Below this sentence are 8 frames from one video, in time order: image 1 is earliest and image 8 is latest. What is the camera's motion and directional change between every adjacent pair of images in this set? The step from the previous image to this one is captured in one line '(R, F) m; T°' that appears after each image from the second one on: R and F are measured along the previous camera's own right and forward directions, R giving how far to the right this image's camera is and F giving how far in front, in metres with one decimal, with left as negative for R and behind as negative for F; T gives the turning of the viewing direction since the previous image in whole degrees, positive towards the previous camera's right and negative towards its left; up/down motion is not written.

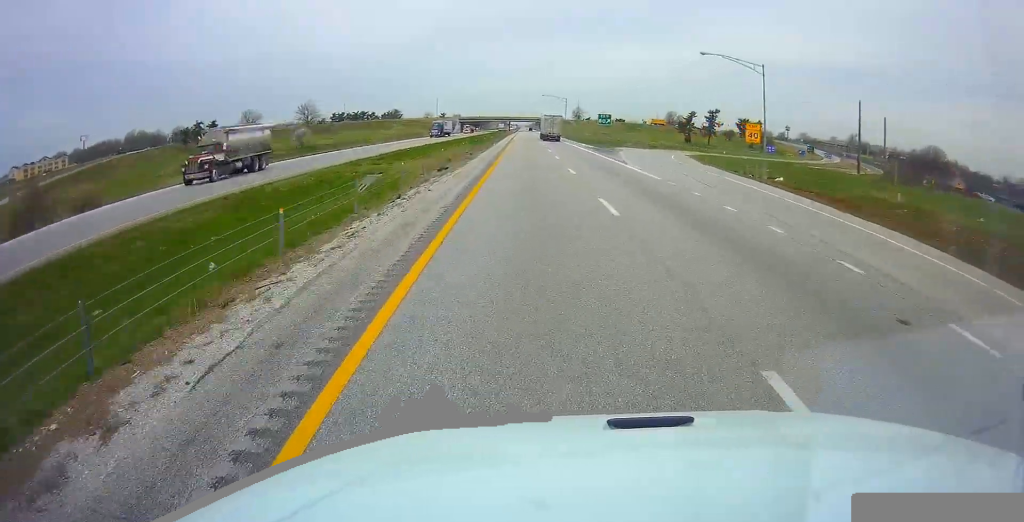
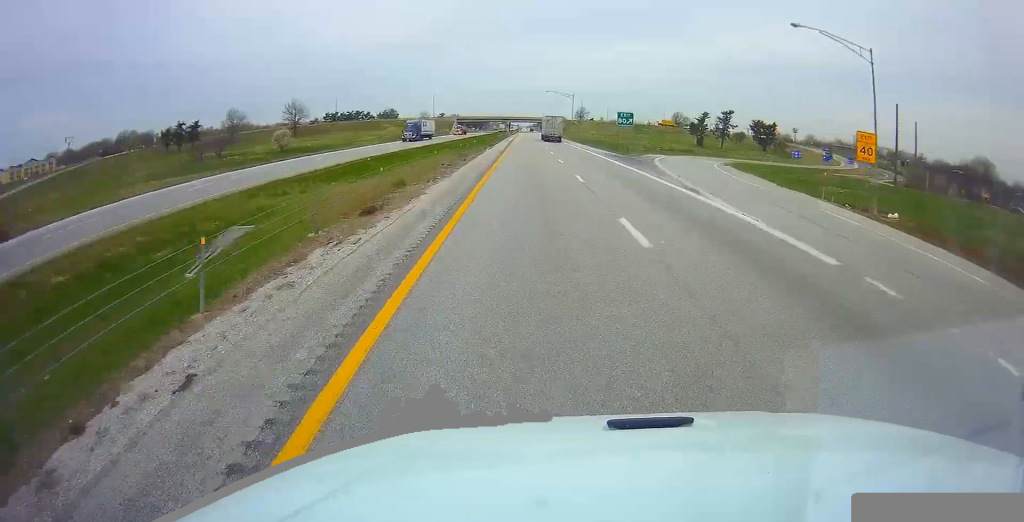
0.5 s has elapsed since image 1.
(-0.2, +15.6) m; 0°
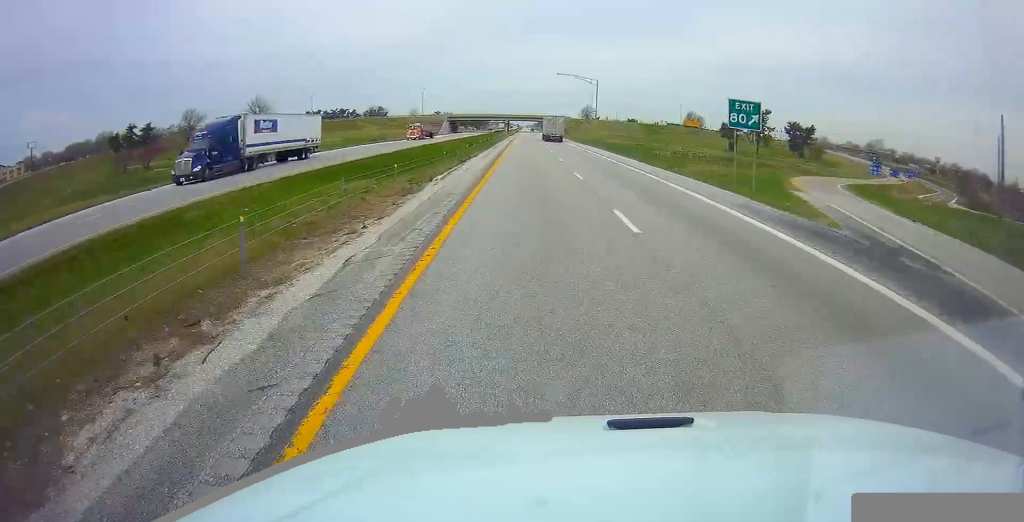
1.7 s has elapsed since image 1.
(+0.1, +35.0) m; 0°
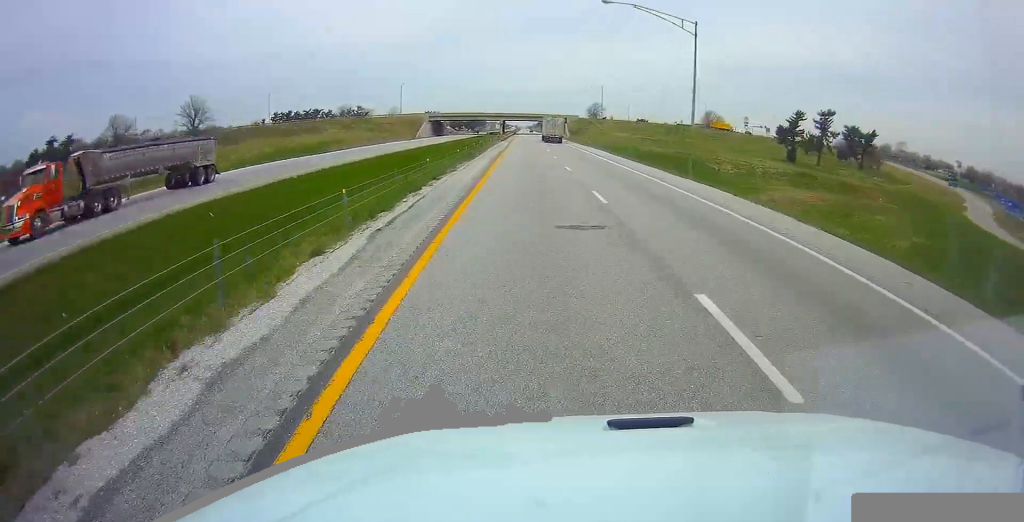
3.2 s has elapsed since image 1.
(0.0, +43.7) m; 0°
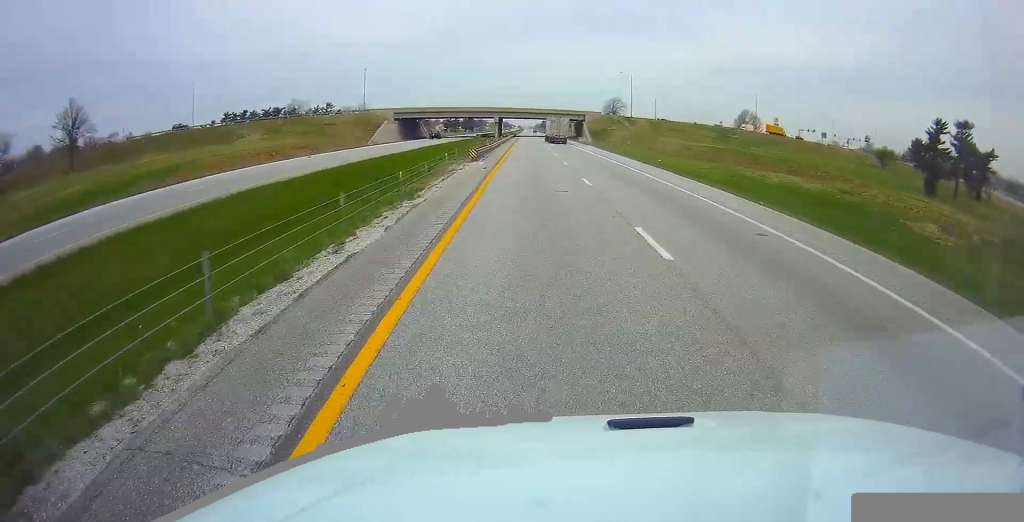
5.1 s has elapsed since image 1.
(+0.2, +55.5) m; 0°
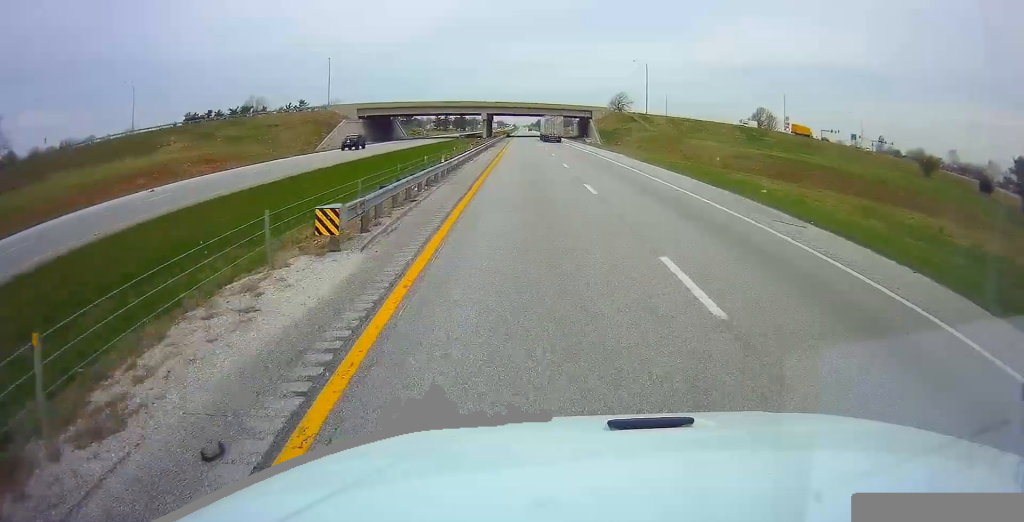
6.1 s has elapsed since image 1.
(-0.1, +27.4) m; 0°
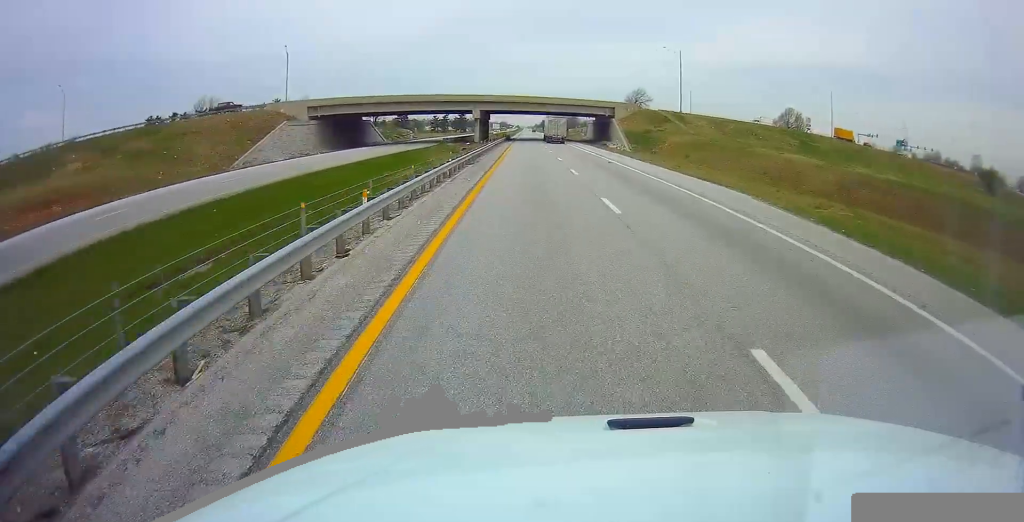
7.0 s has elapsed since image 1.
(0.0, +28.5) m; 0°
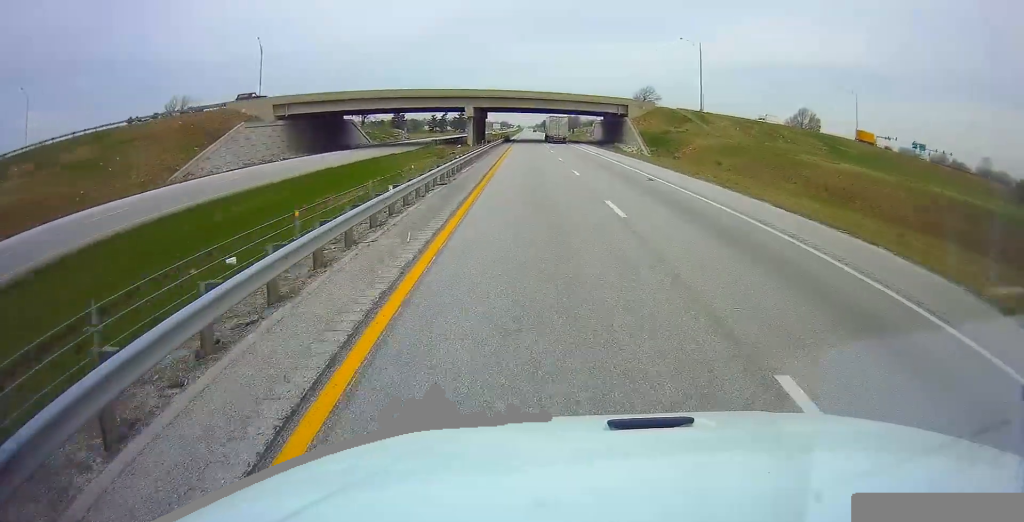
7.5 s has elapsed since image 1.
(0.0, +12.8) m; 0°
